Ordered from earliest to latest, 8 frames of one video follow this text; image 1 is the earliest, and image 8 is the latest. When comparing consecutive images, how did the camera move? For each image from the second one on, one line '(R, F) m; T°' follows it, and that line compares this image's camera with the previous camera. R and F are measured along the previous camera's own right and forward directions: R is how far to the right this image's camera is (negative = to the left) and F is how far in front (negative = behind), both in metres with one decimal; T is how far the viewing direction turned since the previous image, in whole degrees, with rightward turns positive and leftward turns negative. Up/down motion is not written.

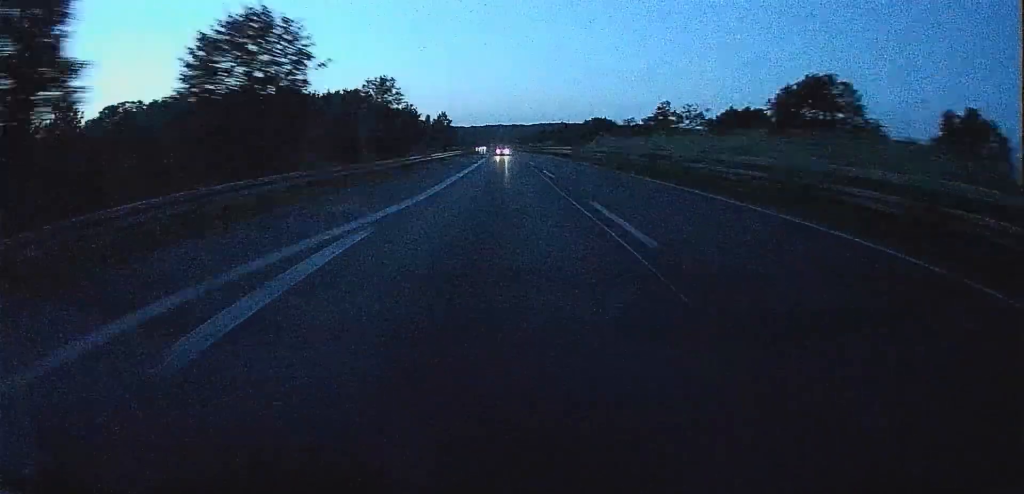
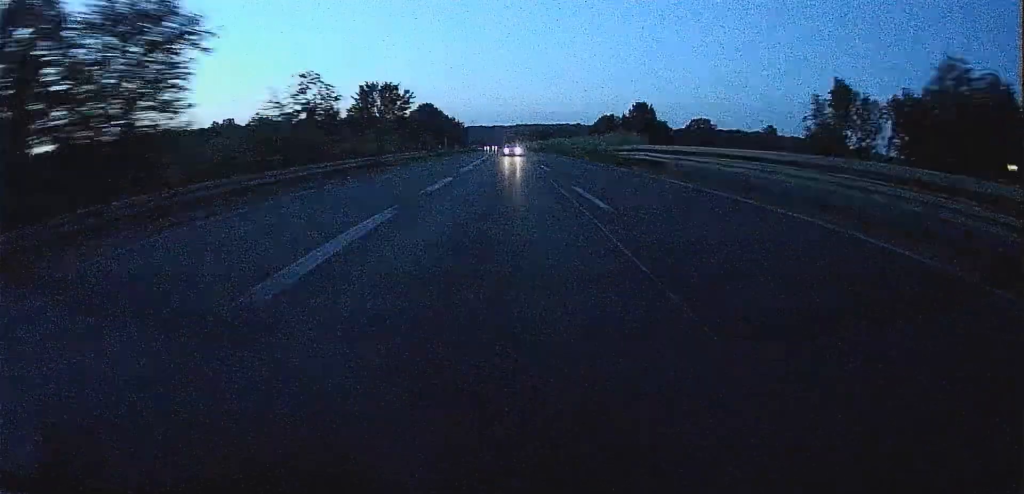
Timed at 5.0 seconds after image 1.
(+4.3, +141.3) m; +1°
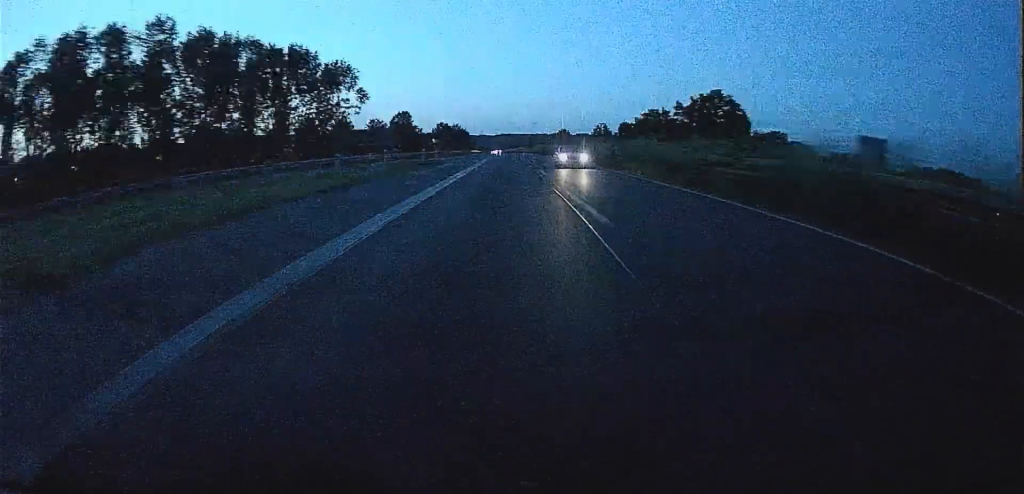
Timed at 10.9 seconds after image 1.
(+1.9, +172.4) m; 0°
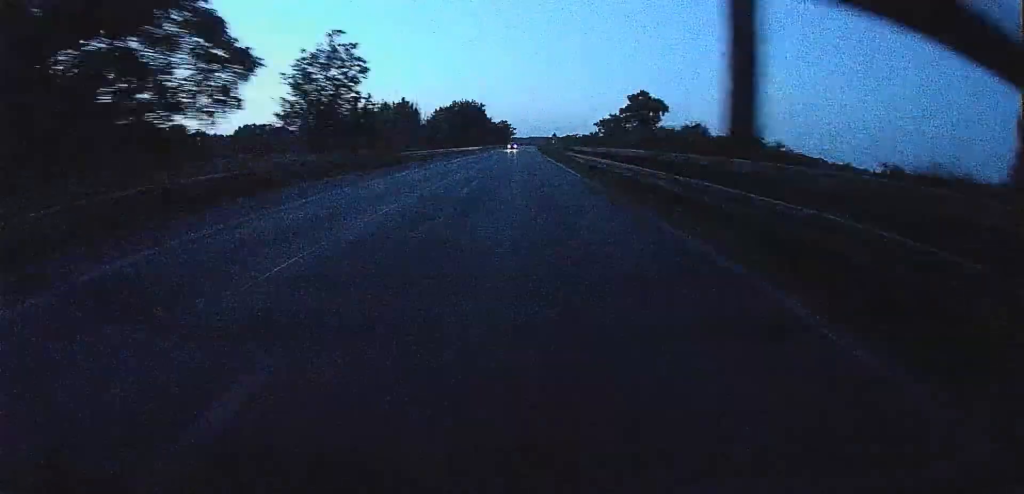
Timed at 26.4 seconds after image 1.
(-7.9, +526.2) m; -3°
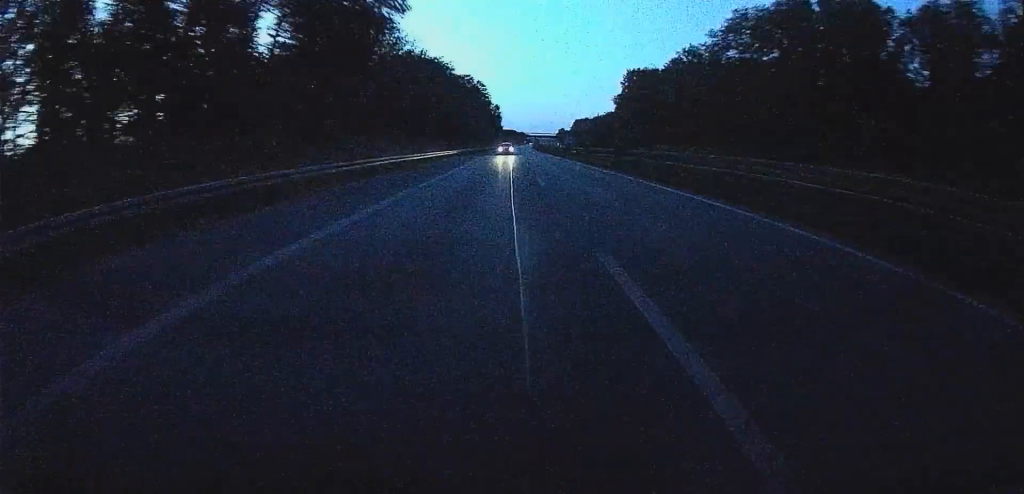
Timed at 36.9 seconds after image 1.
(-10.9, +434.2) m; -3°
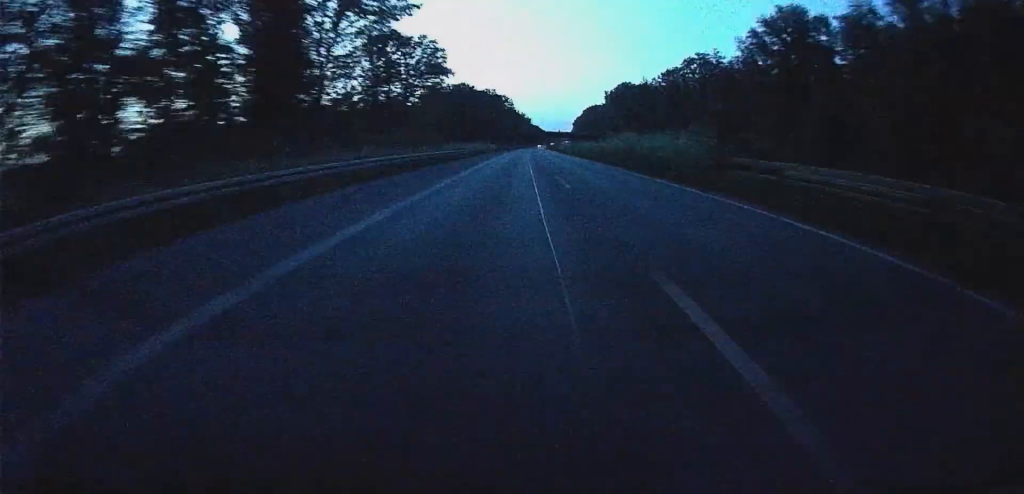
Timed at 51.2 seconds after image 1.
(-20.0, +590.9) m; -4°
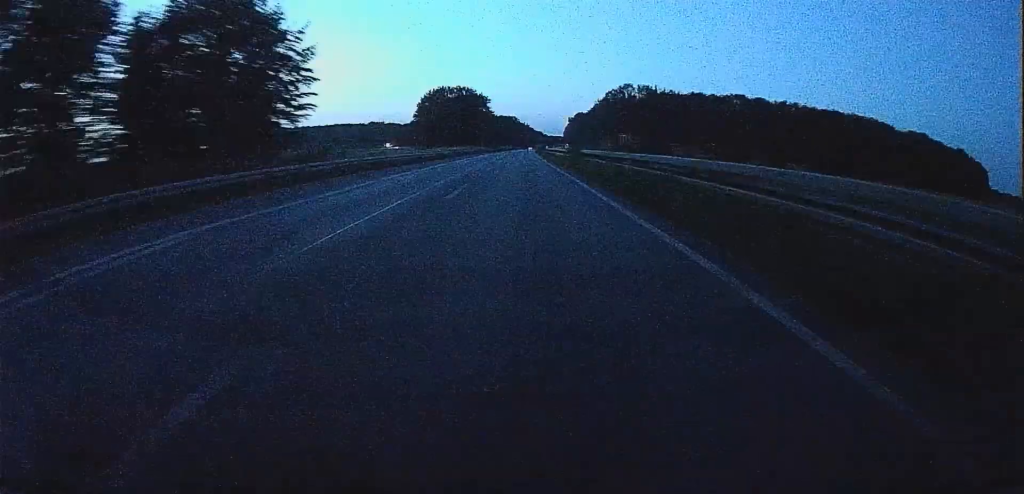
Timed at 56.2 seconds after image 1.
(-1.0, +162.0) m; -1°
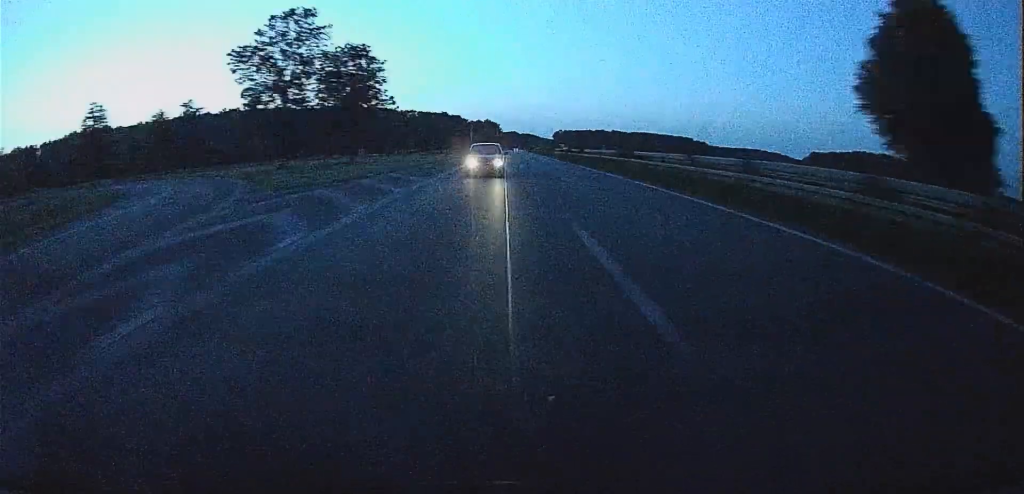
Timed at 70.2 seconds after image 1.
(-12.0, +279.8) m; -4°
